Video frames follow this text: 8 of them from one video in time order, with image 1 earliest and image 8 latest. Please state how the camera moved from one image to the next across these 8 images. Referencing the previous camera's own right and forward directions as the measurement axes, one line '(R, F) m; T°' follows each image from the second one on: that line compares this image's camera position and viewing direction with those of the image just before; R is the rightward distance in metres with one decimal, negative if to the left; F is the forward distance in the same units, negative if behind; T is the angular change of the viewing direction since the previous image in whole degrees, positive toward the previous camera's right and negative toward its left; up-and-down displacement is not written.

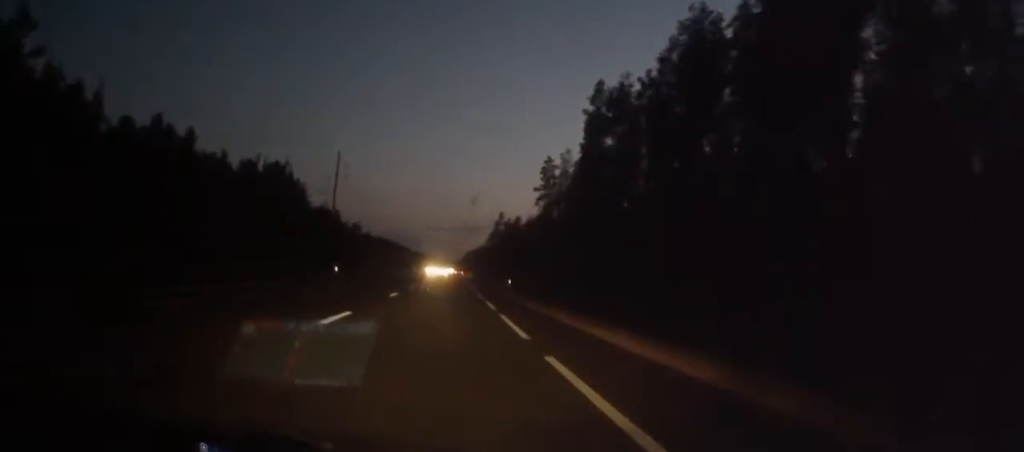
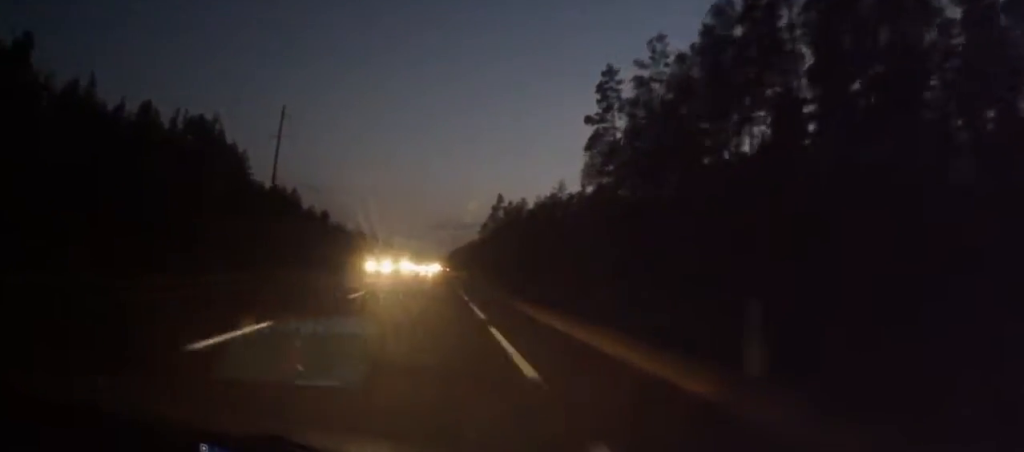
(-0.1, +41.1) m; 0°
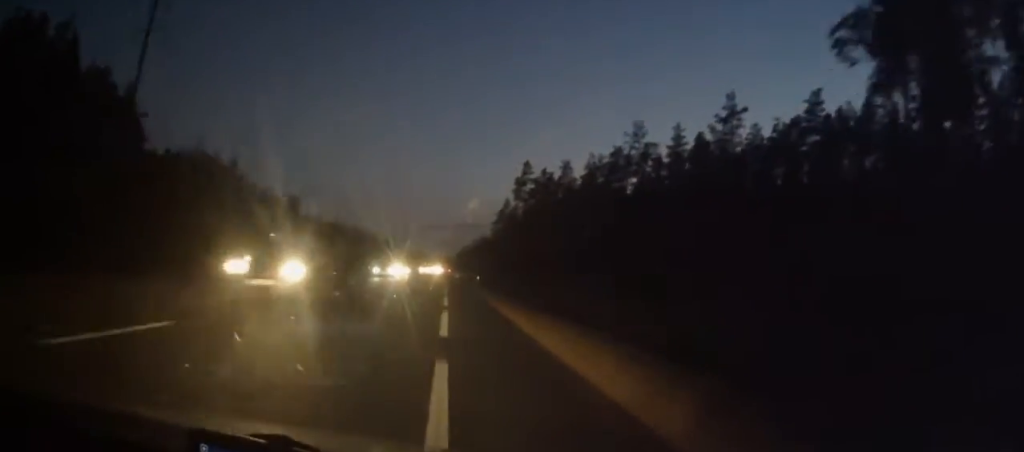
(+0.5, +50.0) m; +1°
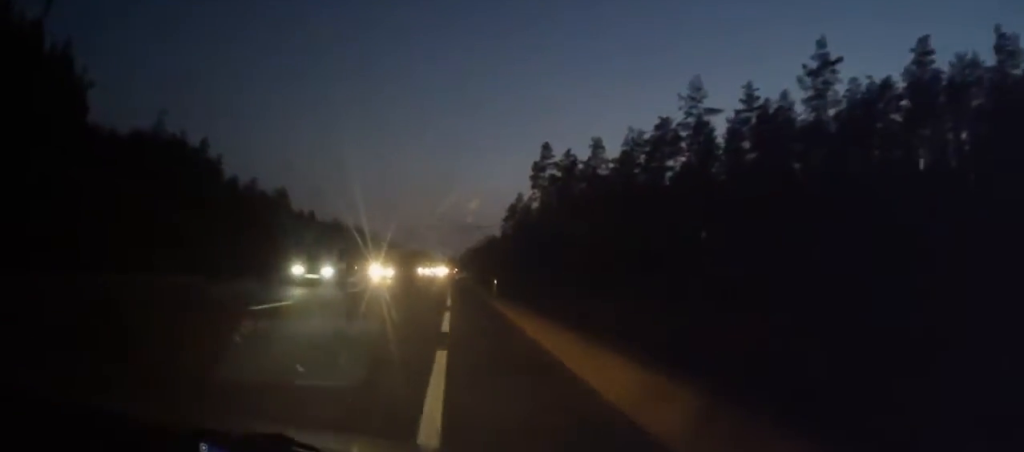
(+0.2, +16.8) m; 0°
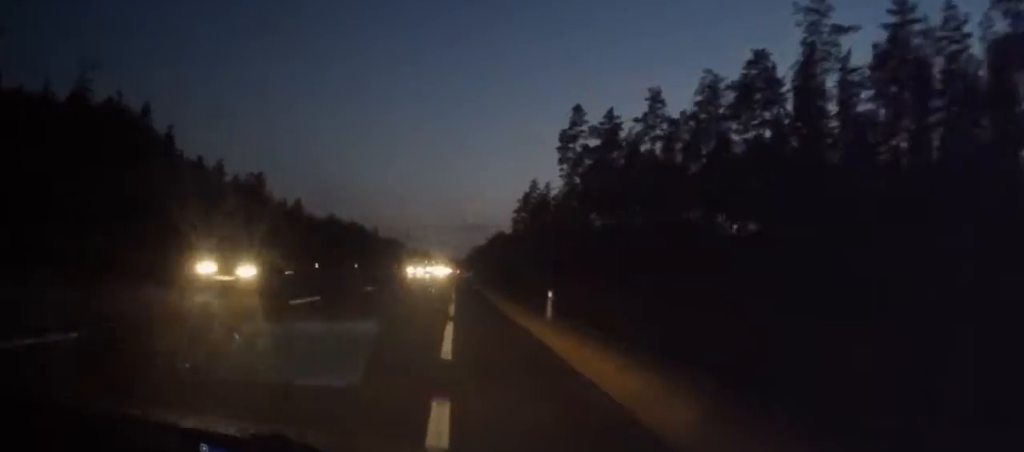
(-0.2, +21.5) m; 0°
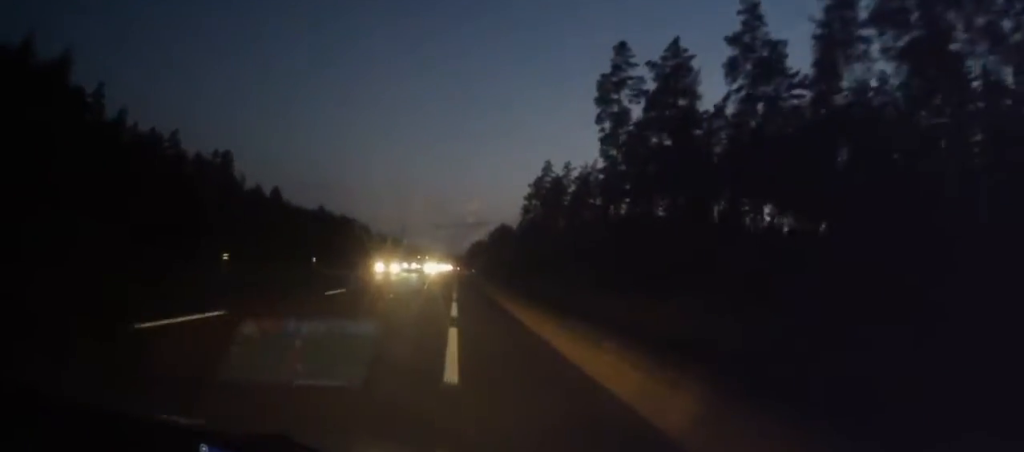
(-0.1, +19.6) m; 0°
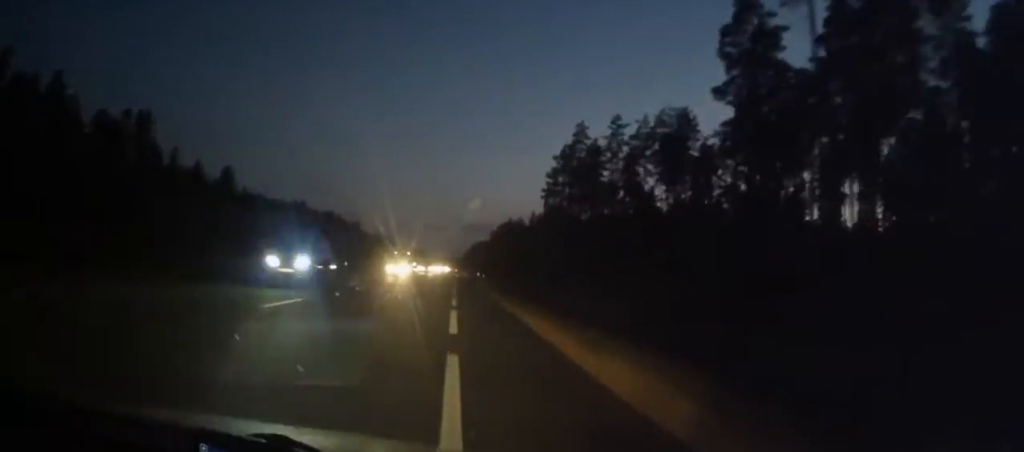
(-0.1, +30.8) m; 0°
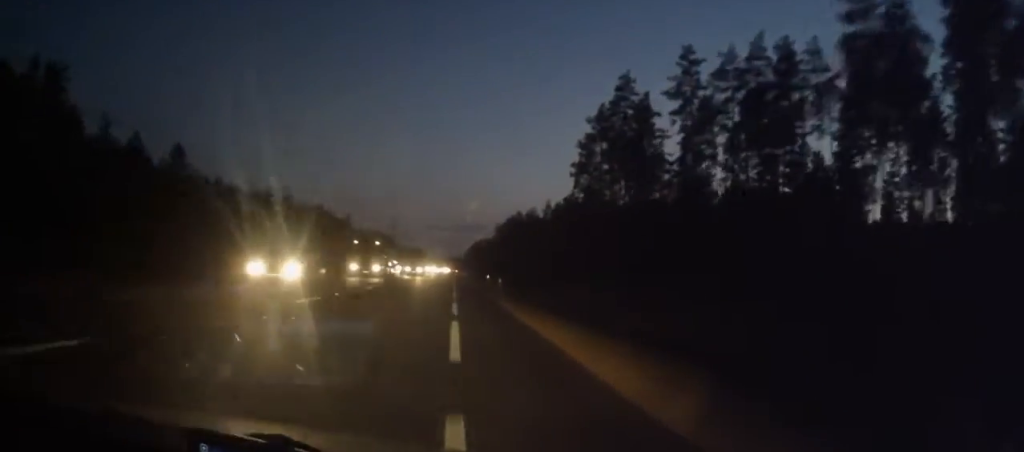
(-0.1, +21.6) m; 0°
